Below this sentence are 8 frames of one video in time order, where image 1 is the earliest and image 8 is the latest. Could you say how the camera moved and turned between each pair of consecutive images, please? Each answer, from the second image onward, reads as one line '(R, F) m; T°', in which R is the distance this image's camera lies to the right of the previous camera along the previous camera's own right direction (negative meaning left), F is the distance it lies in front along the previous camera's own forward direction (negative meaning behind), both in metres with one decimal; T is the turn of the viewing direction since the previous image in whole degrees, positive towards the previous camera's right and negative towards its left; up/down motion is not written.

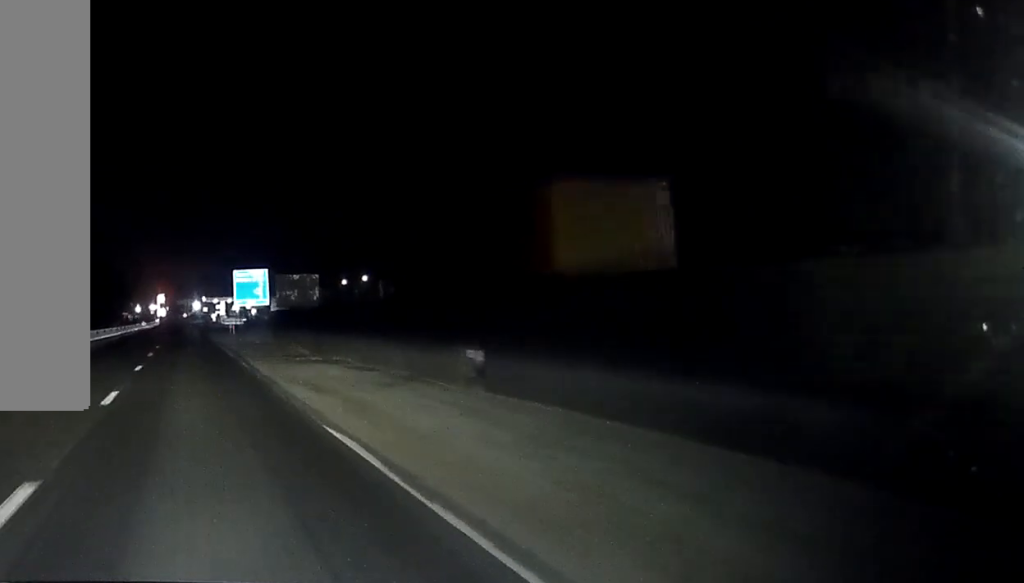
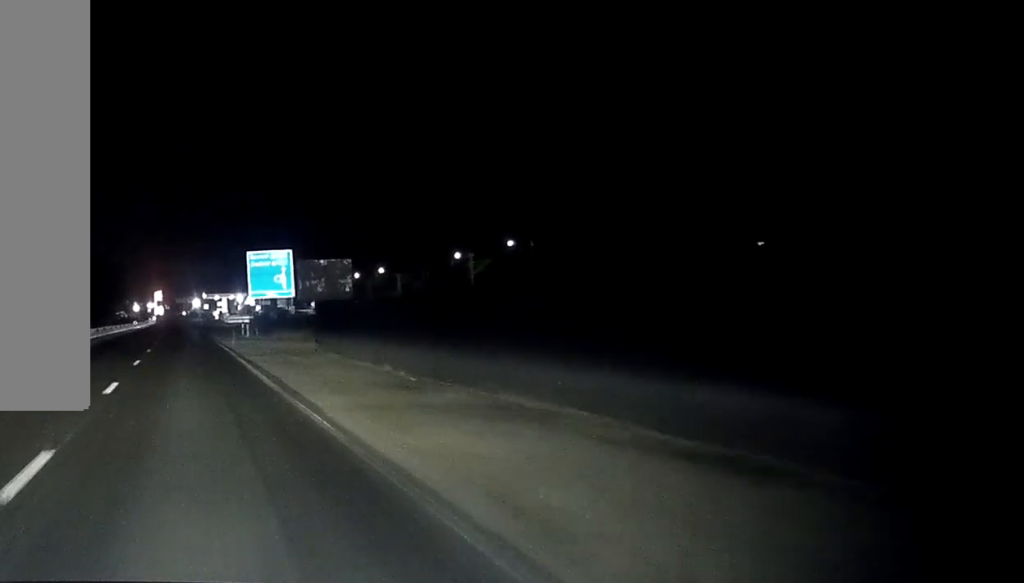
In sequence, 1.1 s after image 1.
(0.0, +22.0) m; 0°
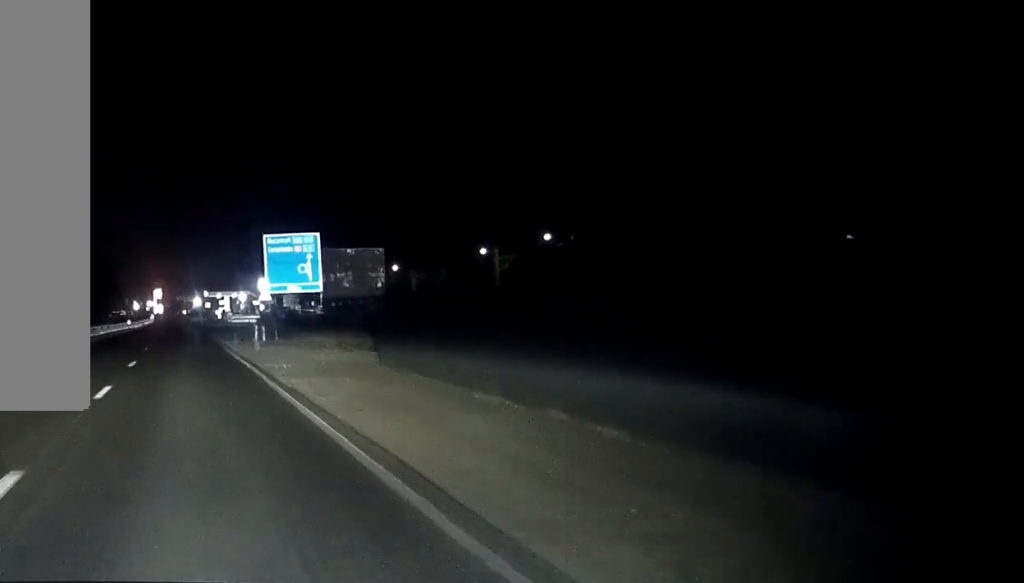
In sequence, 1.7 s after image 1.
(-0.1, +13.8) m; 0°
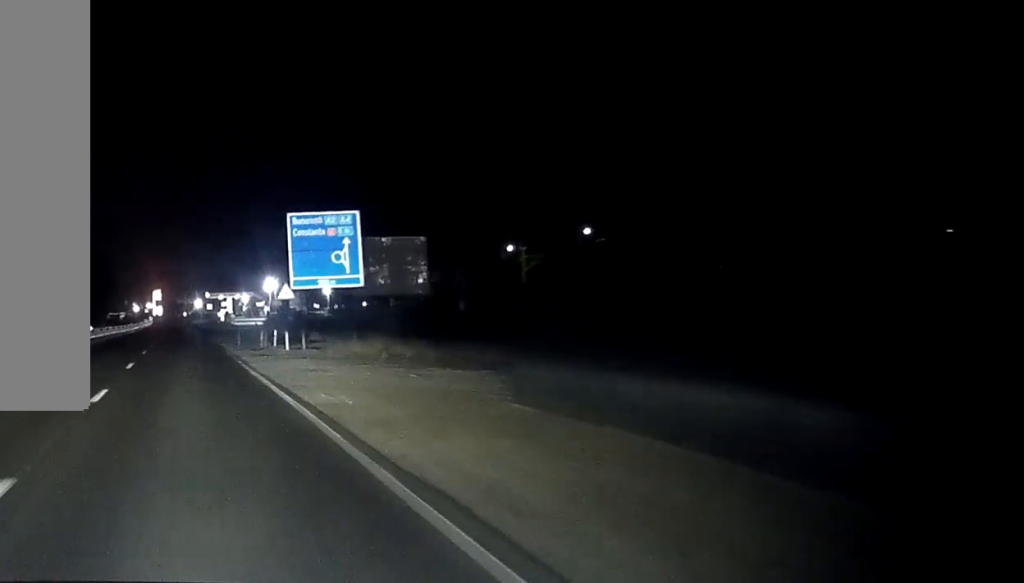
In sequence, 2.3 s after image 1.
(0.0, +12.4) m; 0°
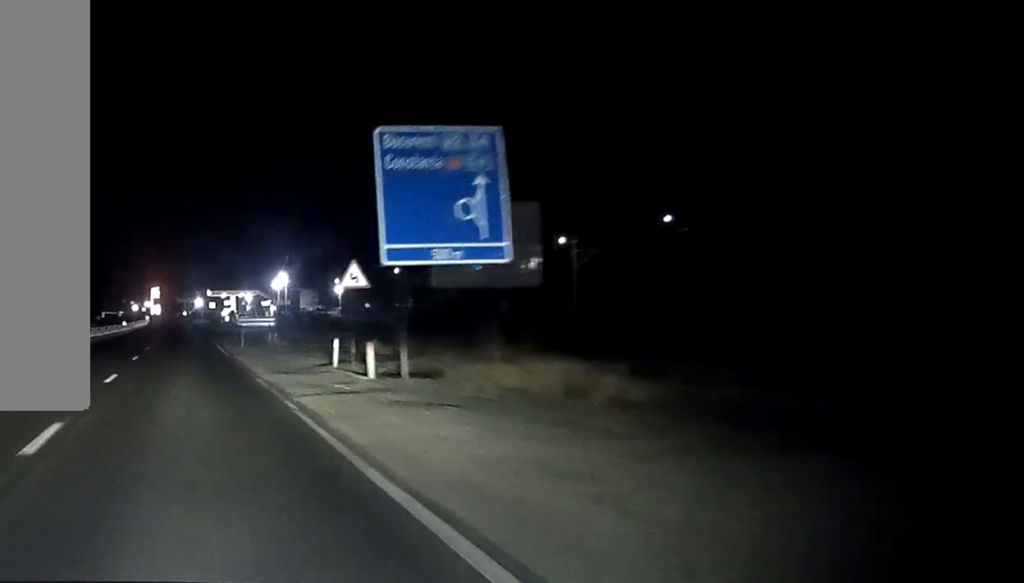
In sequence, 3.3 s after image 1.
(+0.1, +19.3) m; 0°
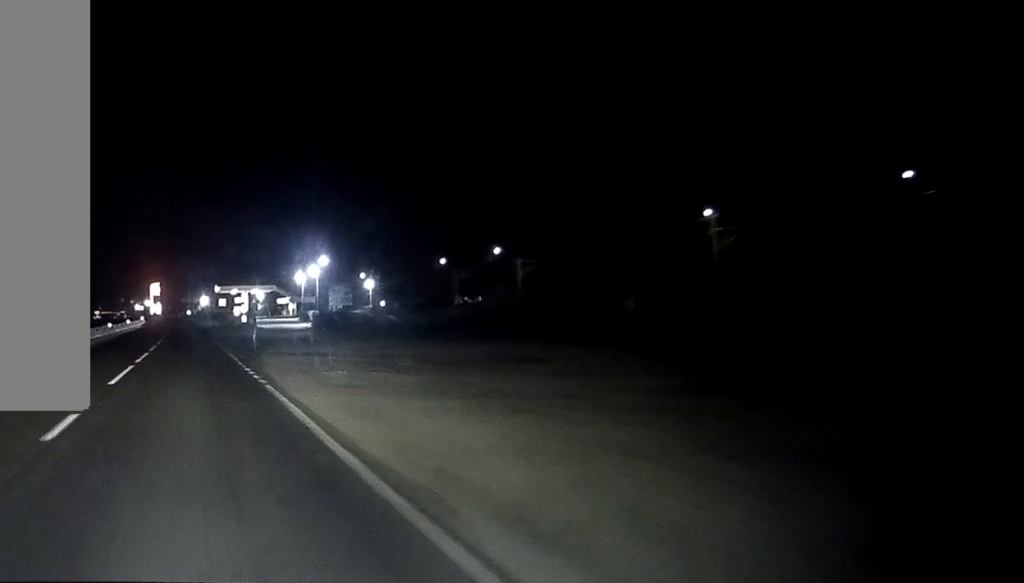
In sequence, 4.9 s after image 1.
(0.0, +34.5) m; 0°
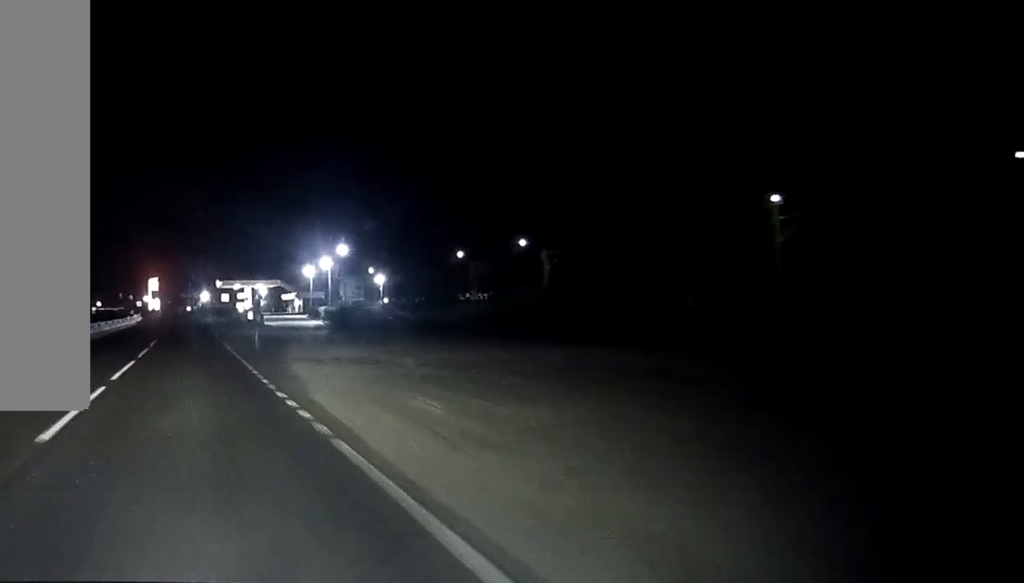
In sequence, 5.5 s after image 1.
(-0.1, +11.1) m; 0°
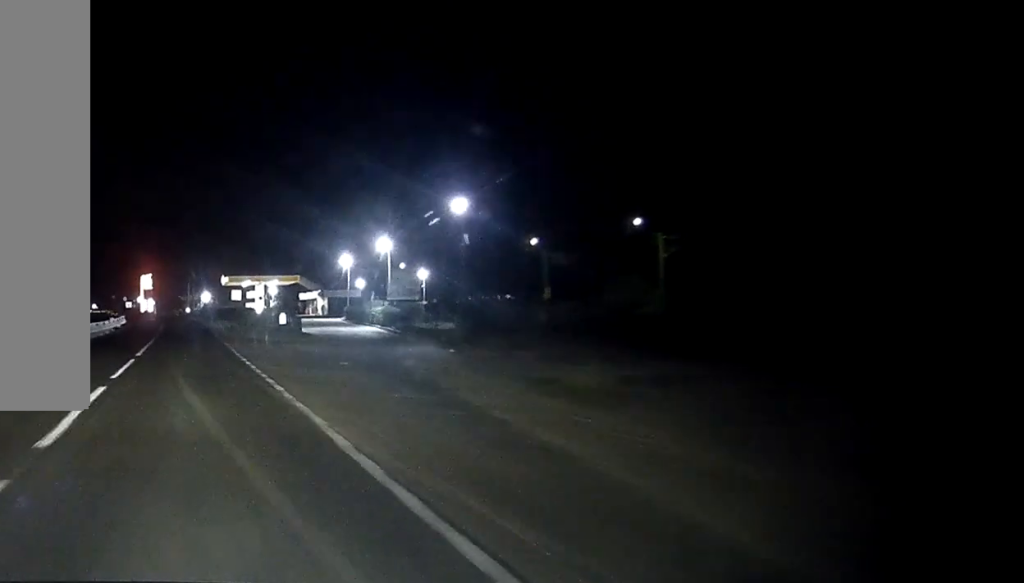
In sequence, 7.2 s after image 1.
(0.0, +35.5) m; 0°
